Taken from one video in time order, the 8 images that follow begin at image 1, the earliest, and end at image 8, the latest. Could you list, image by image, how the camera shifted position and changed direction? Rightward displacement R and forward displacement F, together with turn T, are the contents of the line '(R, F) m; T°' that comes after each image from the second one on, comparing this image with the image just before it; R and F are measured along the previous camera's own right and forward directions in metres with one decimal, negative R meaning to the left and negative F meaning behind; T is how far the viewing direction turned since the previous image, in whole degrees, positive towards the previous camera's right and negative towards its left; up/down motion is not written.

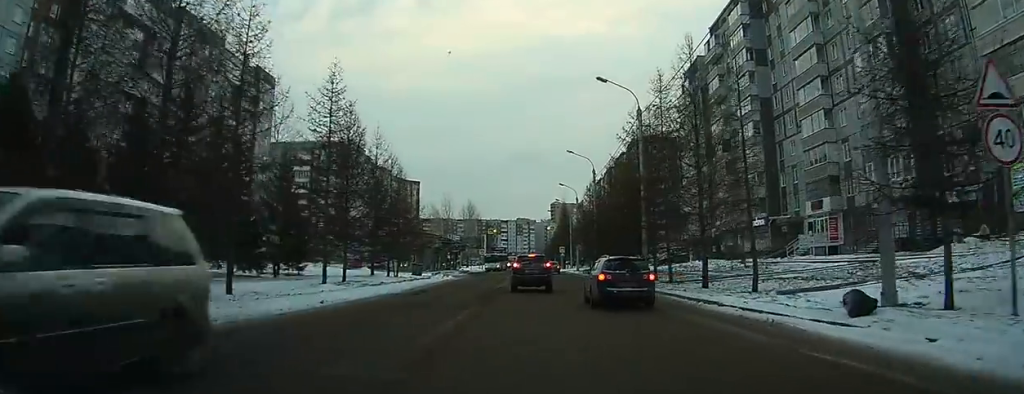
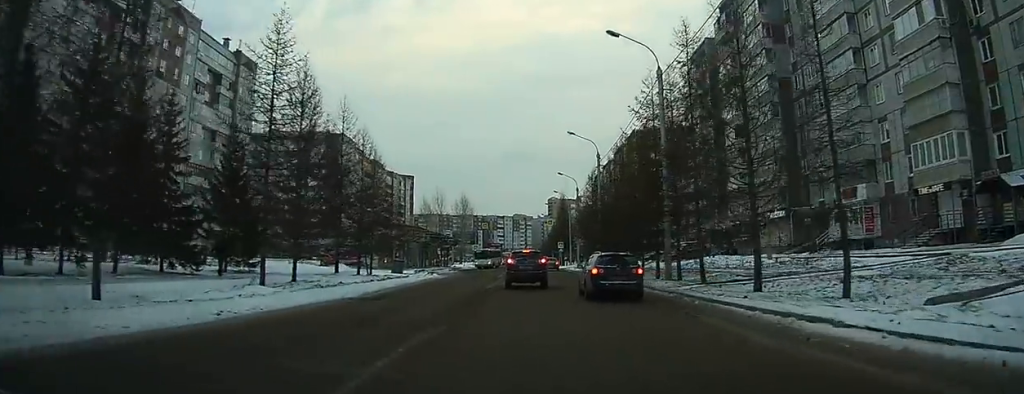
(-0.1, +6.2) m; 0°
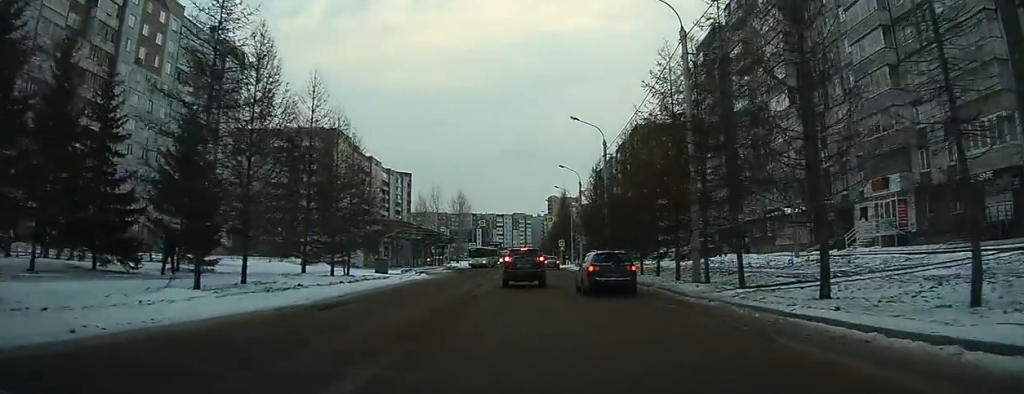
(+0.1, +4.4) m; 0°
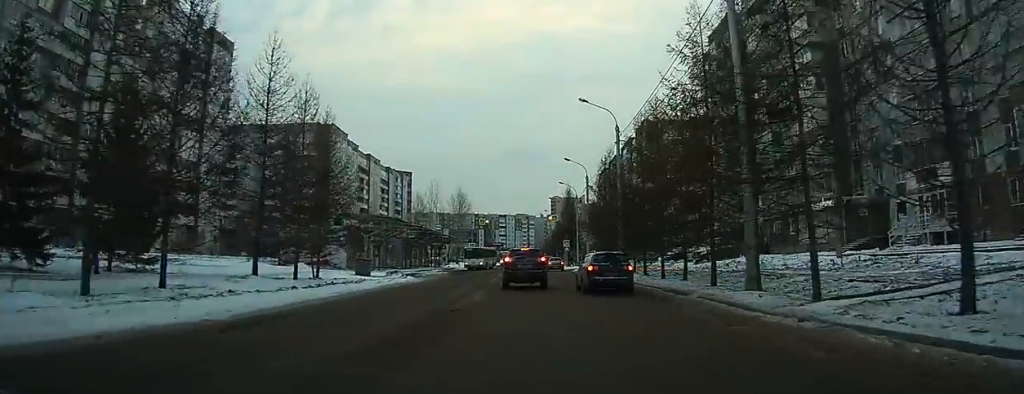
(0.0, +5.0) m; 0°
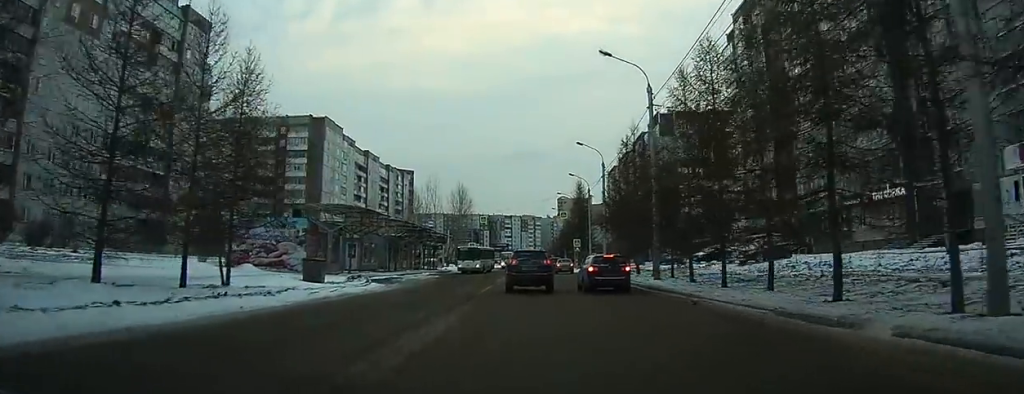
(0.0, +8.7) m; 0°
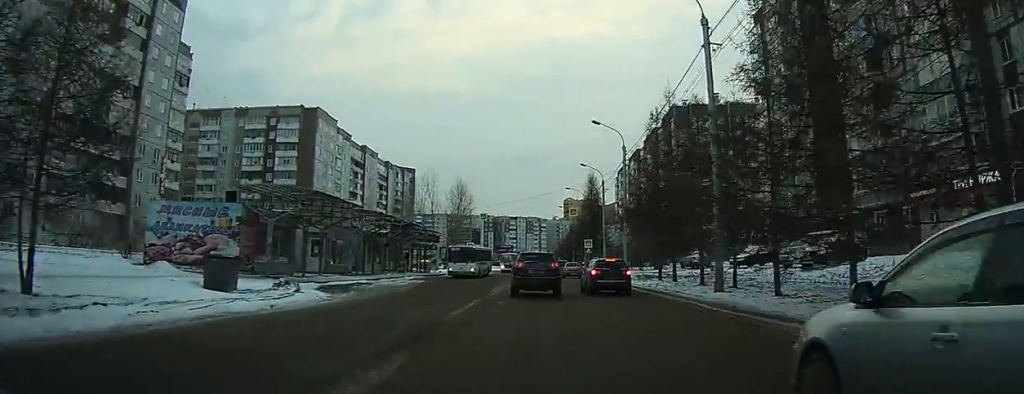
(+0.1, +7.9) m; +2°
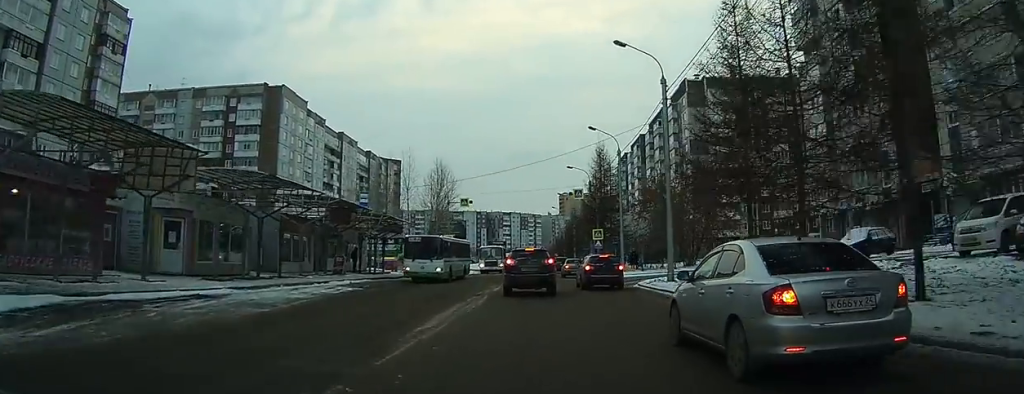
(+0.3, +10.9) m; +1°
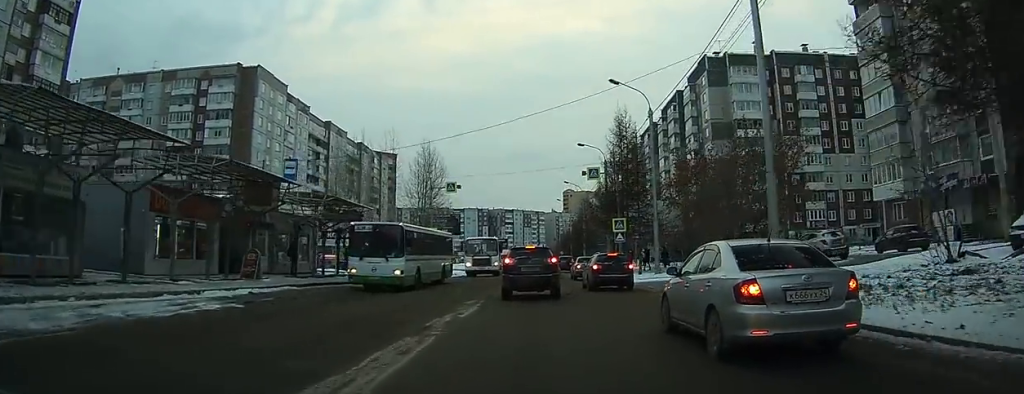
(-0.1, +7.5) m; -1°
